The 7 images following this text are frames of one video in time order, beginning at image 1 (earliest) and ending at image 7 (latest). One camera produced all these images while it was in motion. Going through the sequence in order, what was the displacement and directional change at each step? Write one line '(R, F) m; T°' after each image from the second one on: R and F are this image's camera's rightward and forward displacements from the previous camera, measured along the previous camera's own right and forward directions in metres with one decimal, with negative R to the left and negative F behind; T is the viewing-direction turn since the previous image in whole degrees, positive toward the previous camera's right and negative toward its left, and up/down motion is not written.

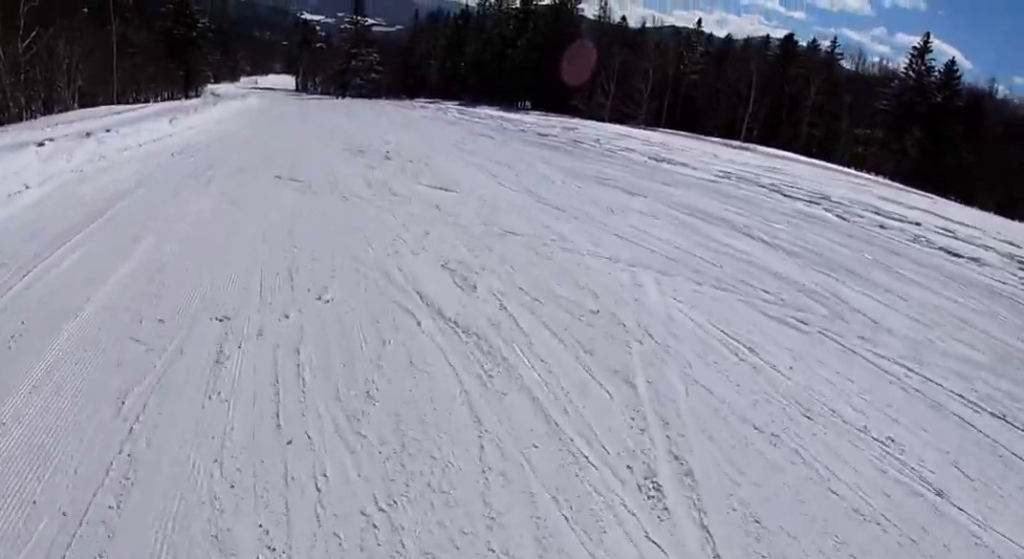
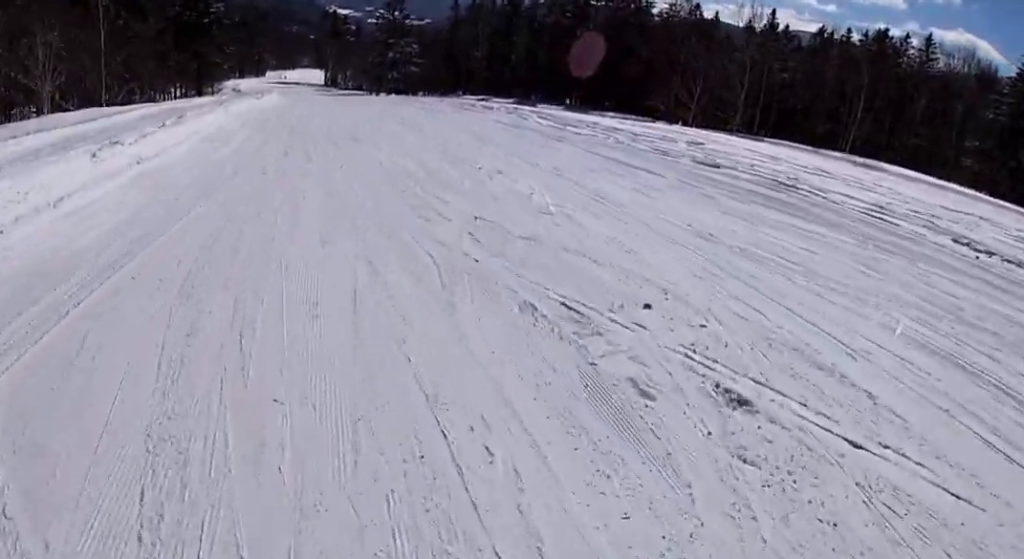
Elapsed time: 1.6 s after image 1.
(+1.8, +12.8) m; -1°
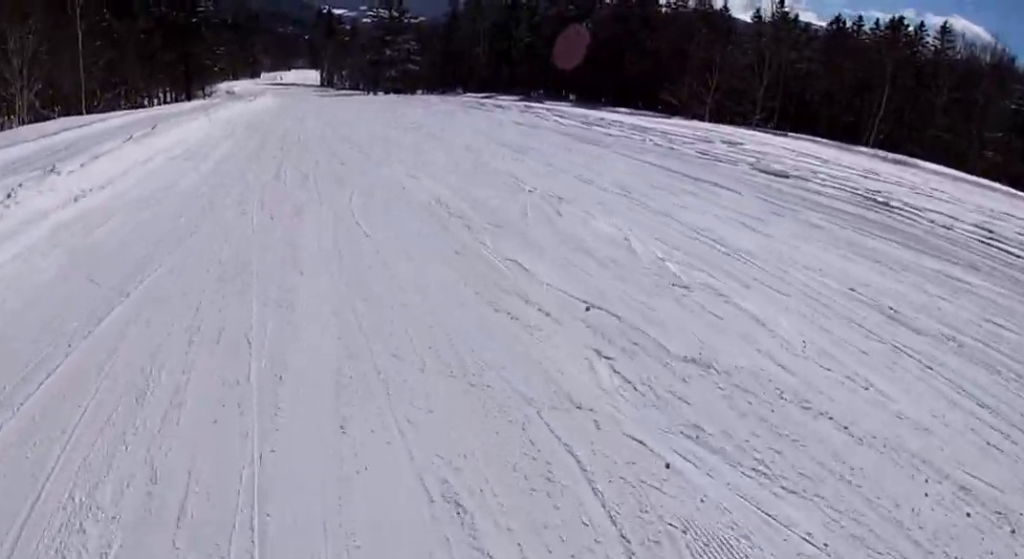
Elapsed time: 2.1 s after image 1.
(-0.8, +3.7) m; -2°
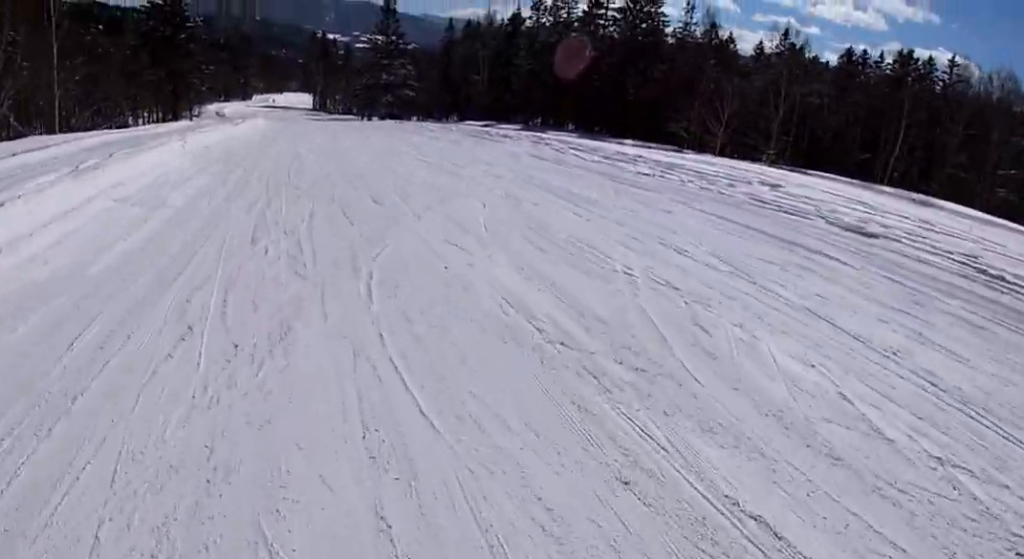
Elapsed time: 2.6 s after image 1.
(-0.7, +3.9) m; -2°
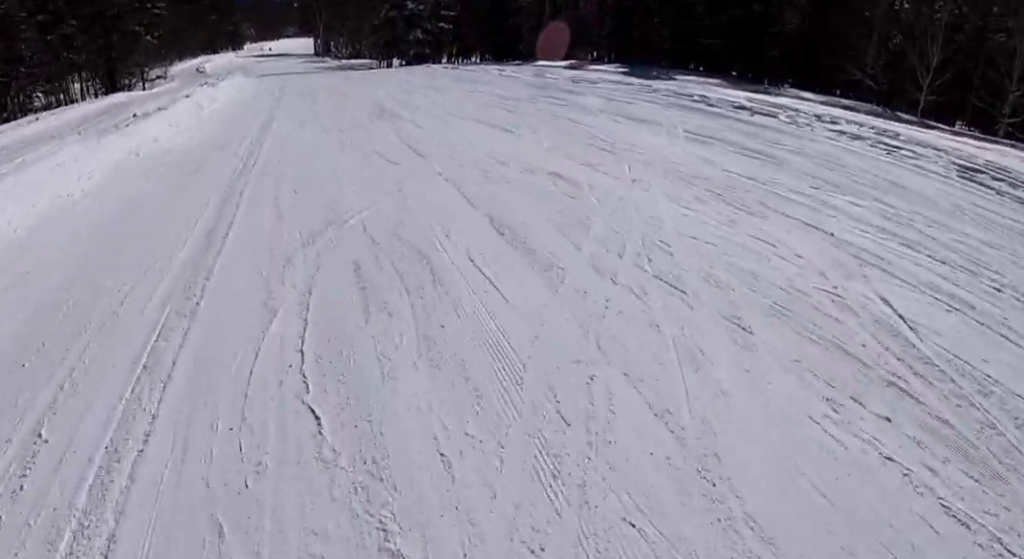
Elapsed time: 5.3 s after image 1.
(+1.4, +23.0) m; 0°
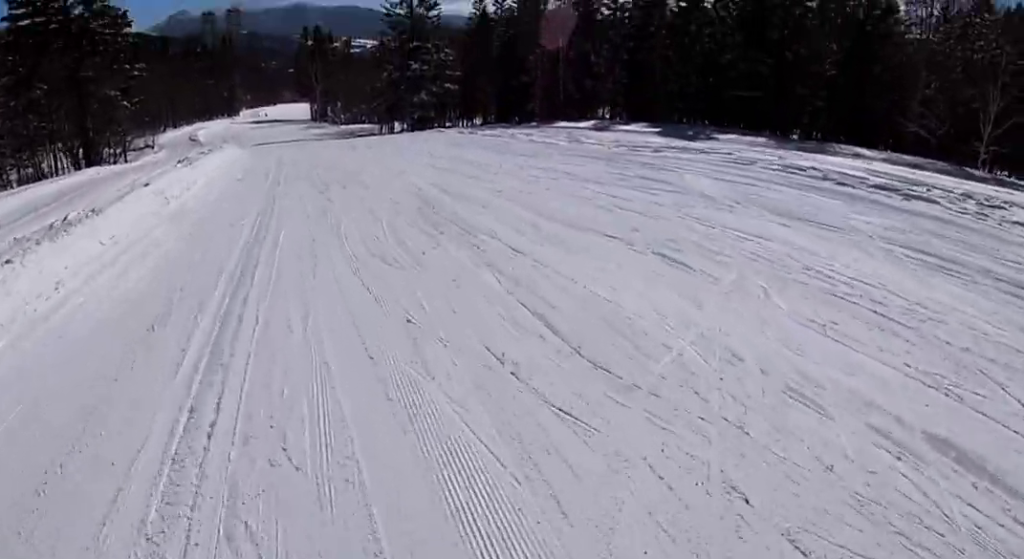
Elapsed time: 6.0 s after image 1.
(+0.3, +6.1) m; +4°
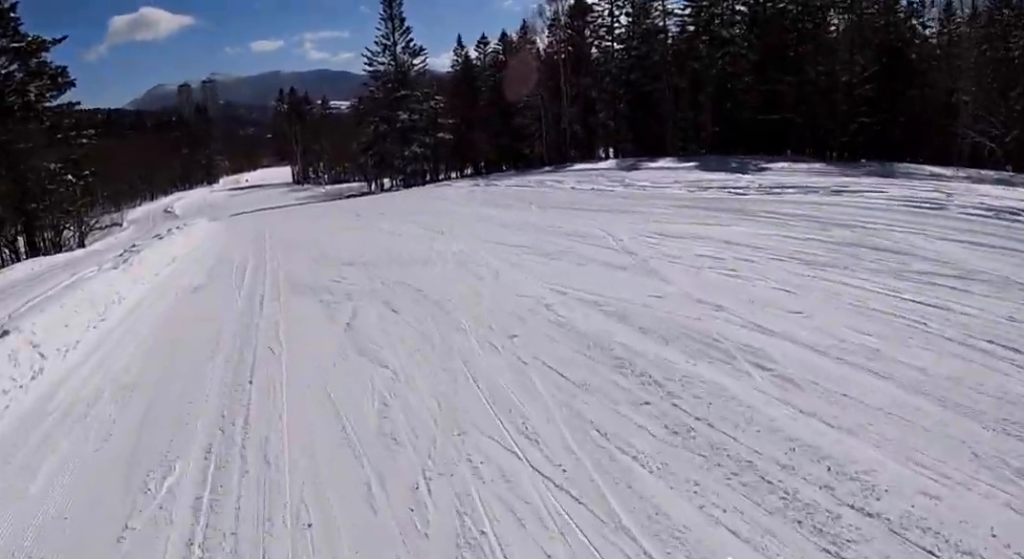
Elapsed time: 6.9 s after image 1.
(+0.5, +7.2) m; +2°
